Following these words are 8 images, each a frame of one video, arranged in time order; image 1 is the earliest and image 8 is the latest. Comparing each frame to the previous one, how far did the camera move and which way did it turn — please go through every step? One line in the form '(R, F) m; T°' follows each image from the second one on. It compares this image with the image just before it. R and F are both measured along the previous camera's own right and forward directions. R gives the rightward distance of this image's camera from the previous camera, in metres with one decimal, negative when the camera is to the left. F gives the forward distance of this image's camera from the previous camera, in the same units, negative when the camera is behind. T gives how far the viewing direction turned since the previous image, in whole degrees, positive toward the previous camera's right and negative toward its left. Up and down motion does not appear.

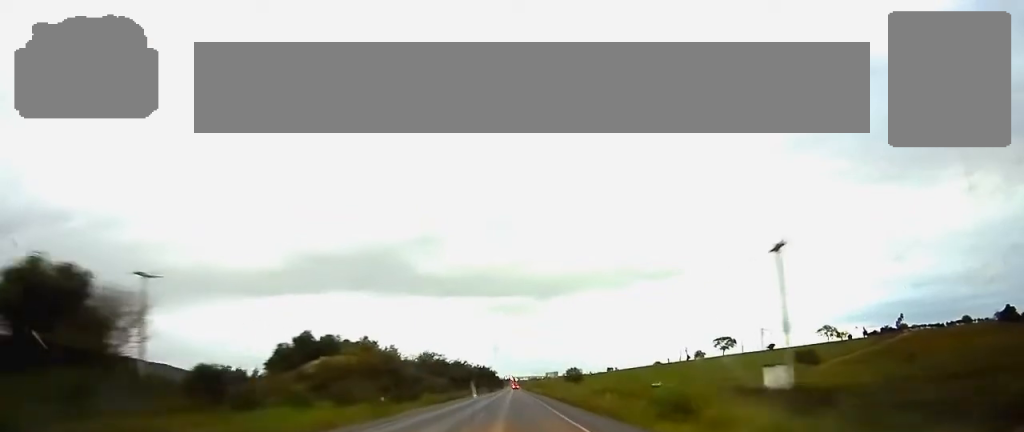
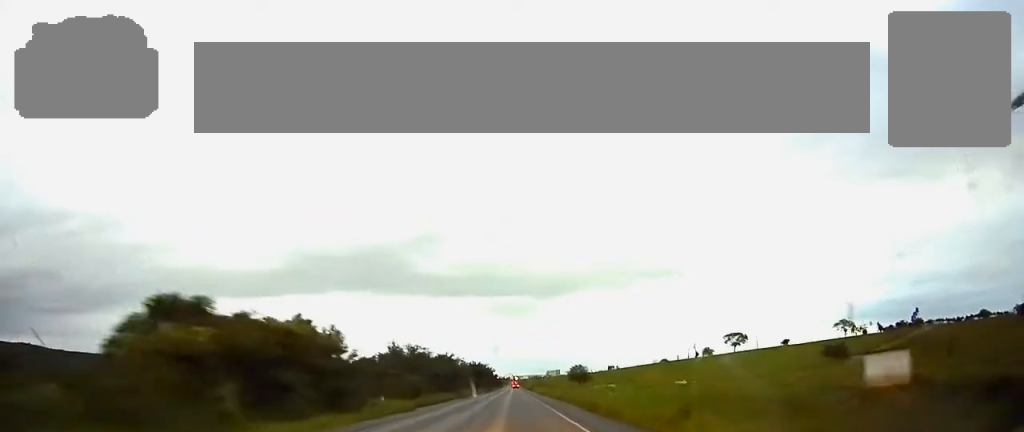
(0.0, +23.7) m; 0°
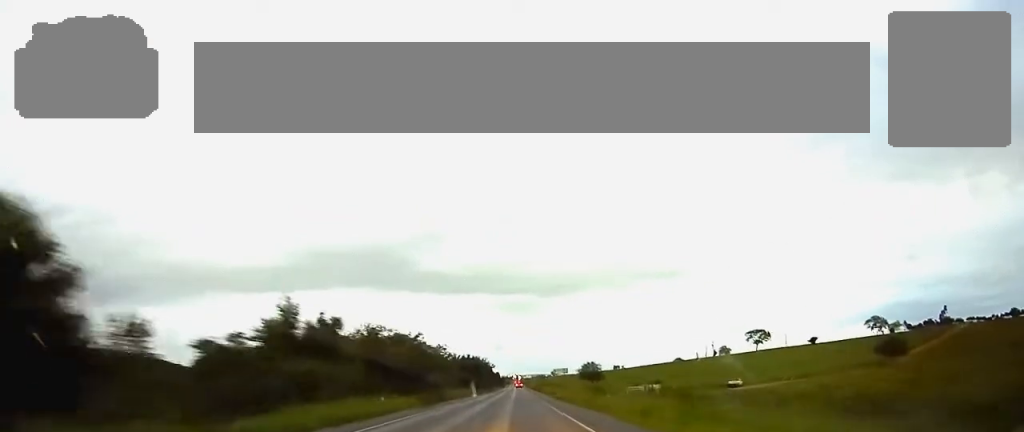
(0.0, +34.3) m; 0°
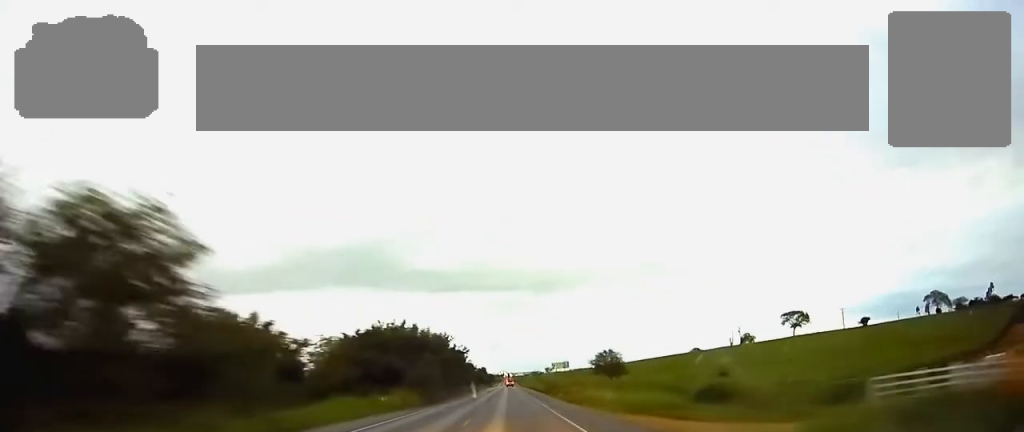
(+0.4, +66.9) m; 0°
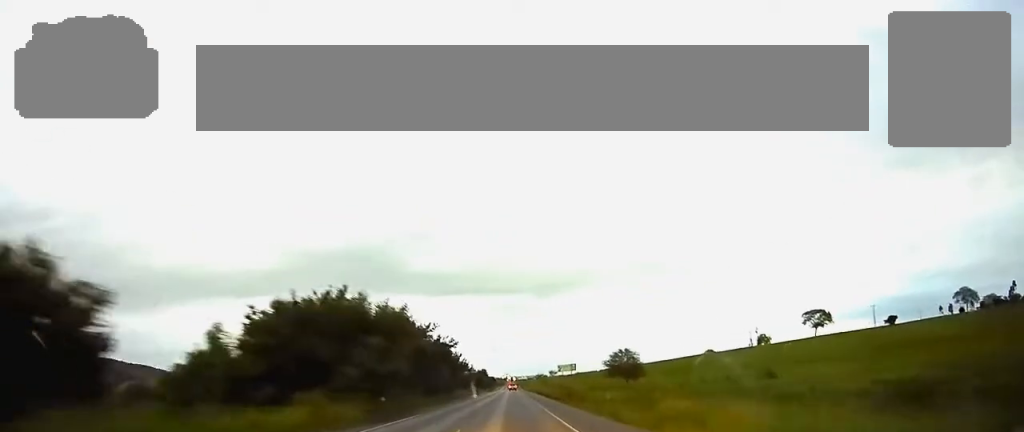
(+0.1, +22.2) m; 0°
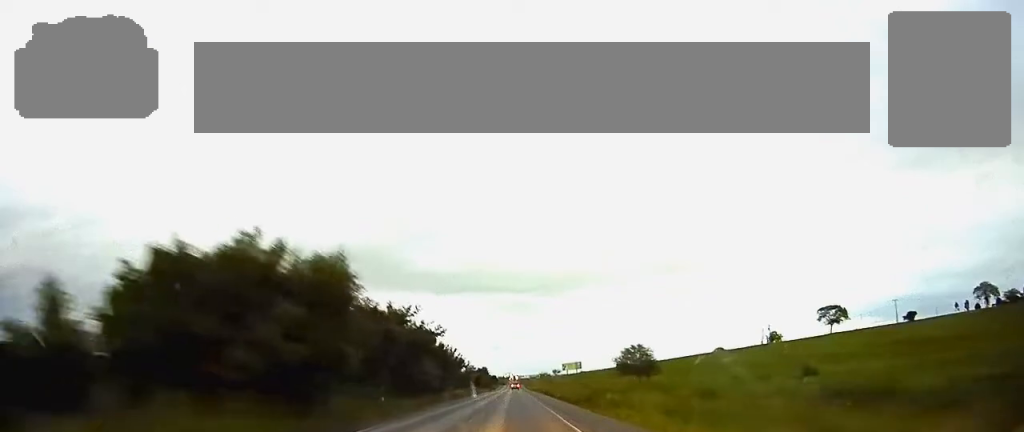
(-0.1, +14.0) m; 0°
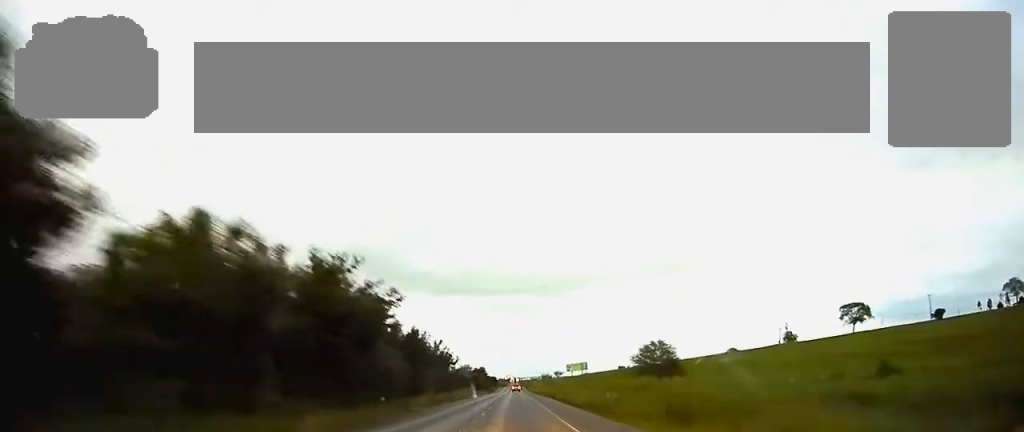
(-0.1, +21.0) m; 0°
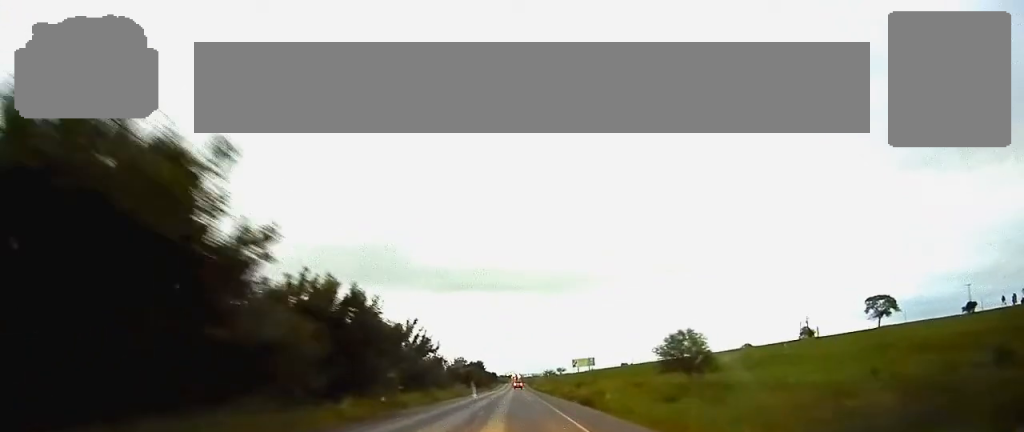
(0.0, +21.0) m; 0°
